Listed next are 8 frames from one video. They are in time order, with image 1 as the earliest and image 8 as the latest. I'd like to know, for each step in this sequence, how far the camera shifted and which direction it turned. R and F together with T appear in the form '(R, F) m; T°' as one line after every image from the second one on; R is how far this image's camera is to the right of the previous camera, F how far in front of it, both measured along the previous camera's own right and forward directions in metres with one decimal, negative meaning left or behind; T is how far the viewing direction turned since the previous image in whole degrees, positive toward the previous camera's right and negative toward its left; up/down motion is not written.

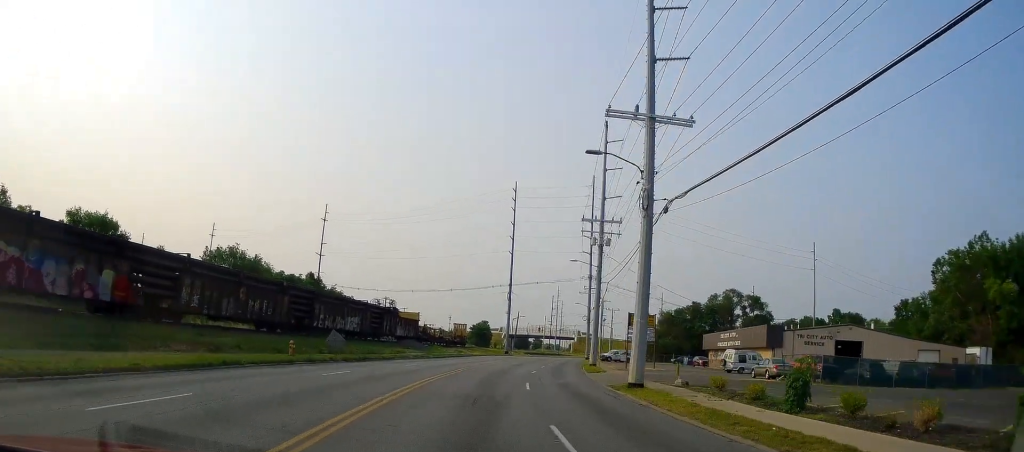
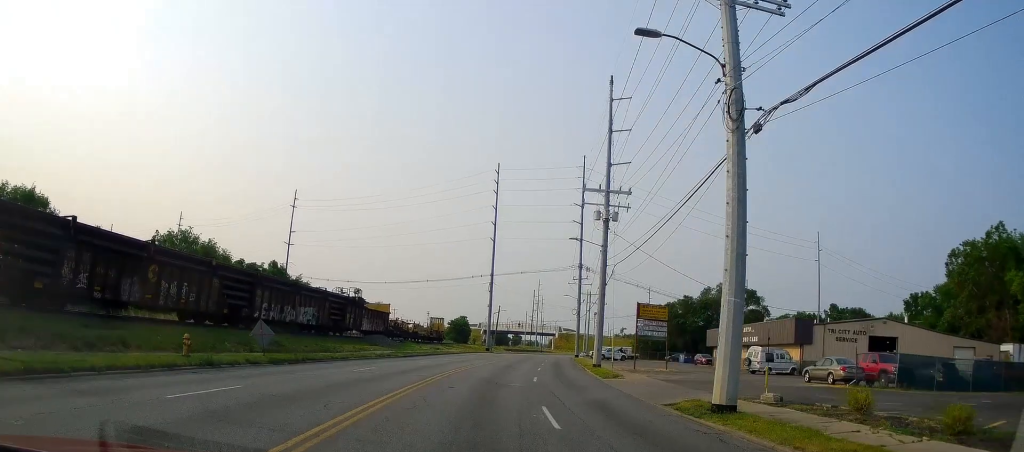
(-0.1, +9.6) m; +3°
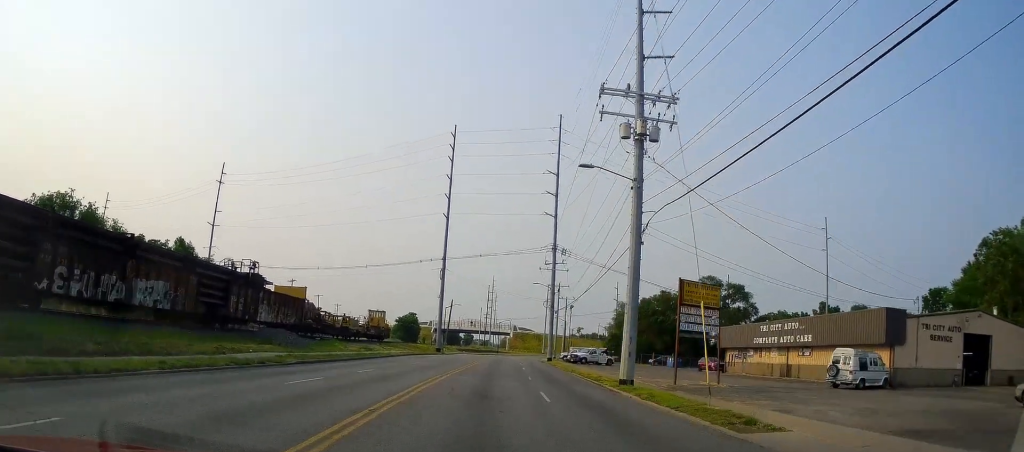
(+1.3, +18.6) m; +5°
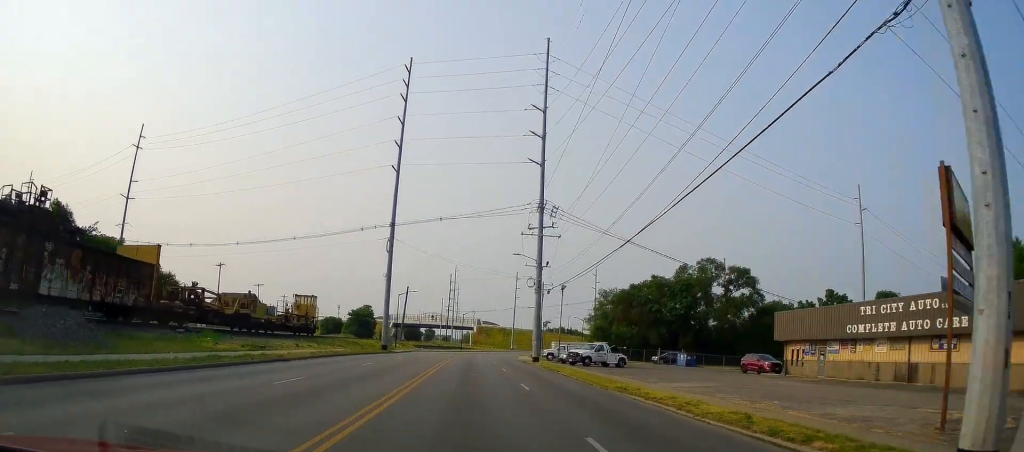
(+0.1, +20.5) m; +1°
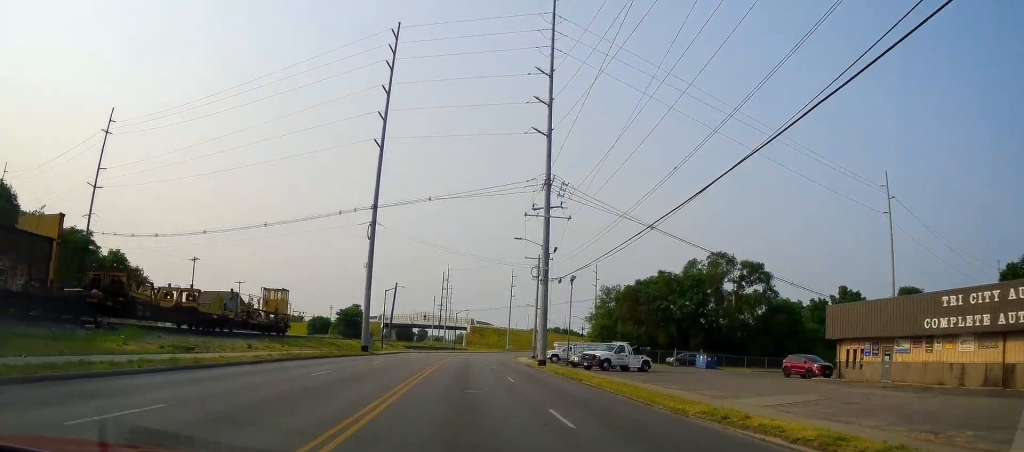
(+0.1, +8.4) m; 0°
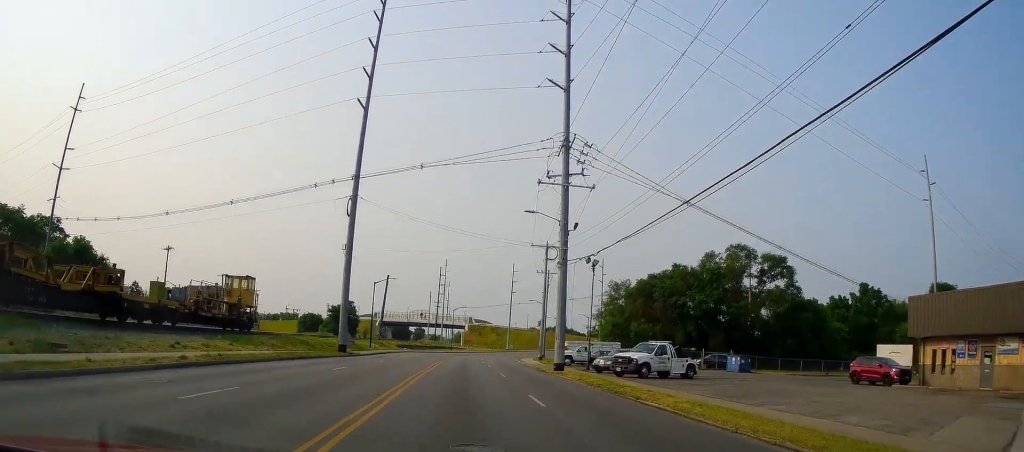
(+0.1, +9.0) m; 0°
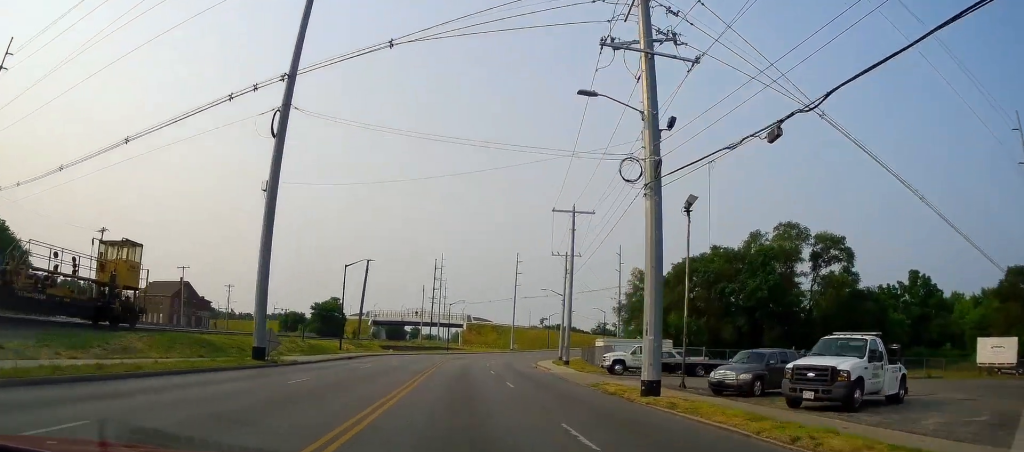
(-0.2, +18.1) m; +1°
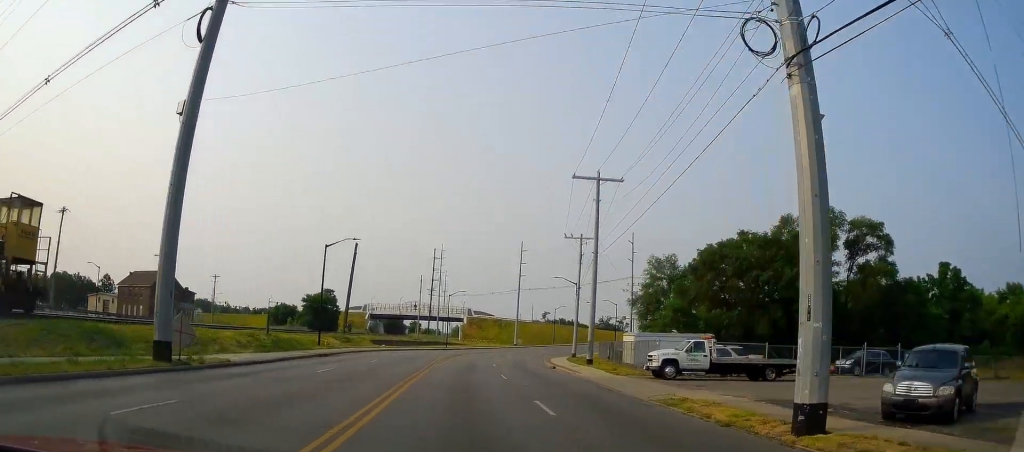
(+0.2, +8.9) m; +1°
